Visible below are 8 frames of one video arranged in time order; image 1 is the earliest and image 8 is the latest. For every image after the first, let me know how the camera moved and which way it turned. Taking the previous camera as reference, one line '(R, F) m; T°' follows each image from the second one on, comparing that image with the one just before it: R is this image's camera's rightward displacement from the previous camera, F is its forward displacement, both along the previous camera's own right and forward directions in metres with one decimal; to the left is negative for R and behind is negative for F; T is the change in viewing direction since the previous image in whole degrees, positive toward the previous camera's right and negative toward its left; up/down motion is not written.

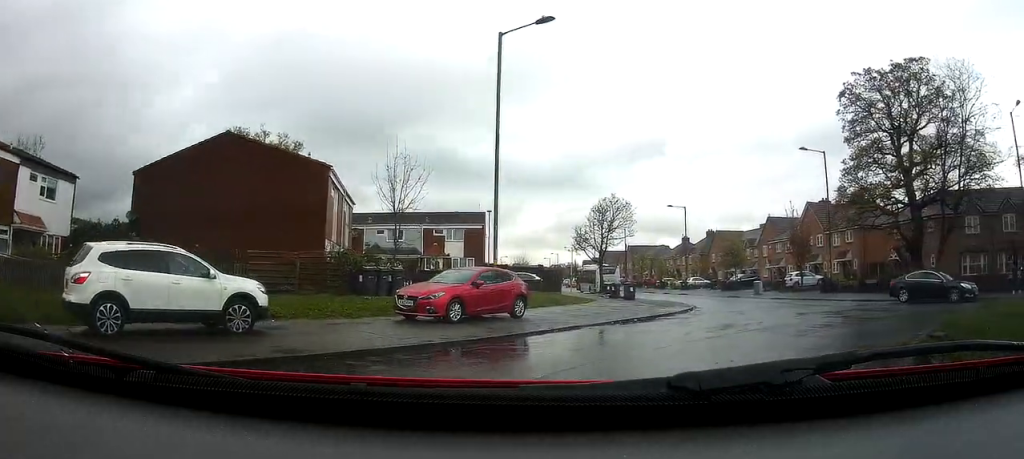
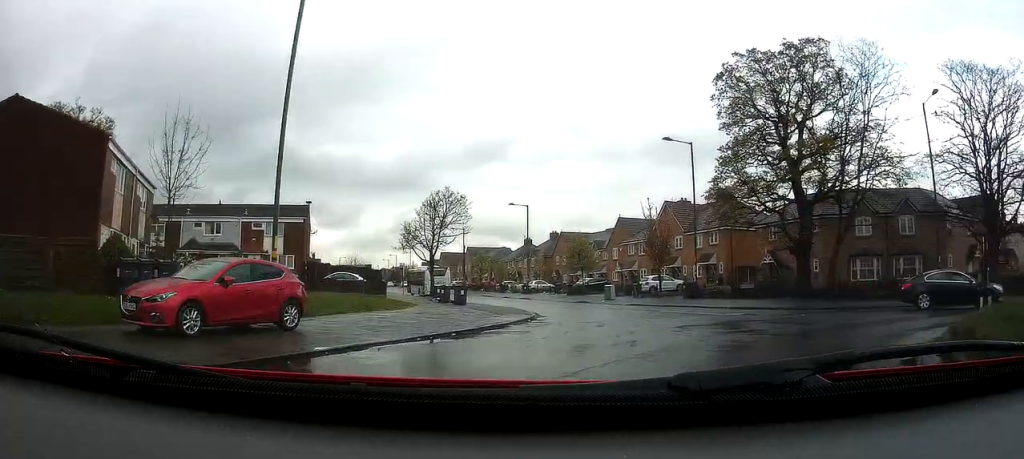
(+0.4, +5.3) m; +10°
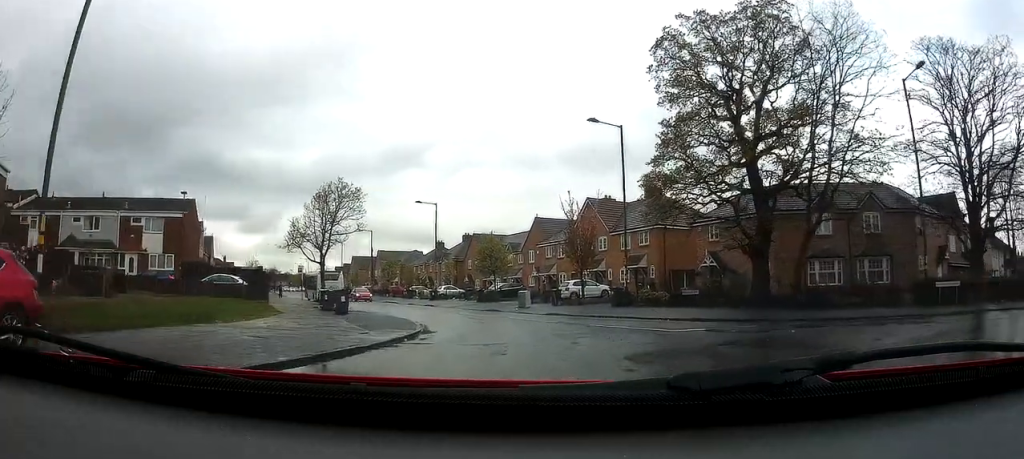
(+0.6, +5.8) m; +8°
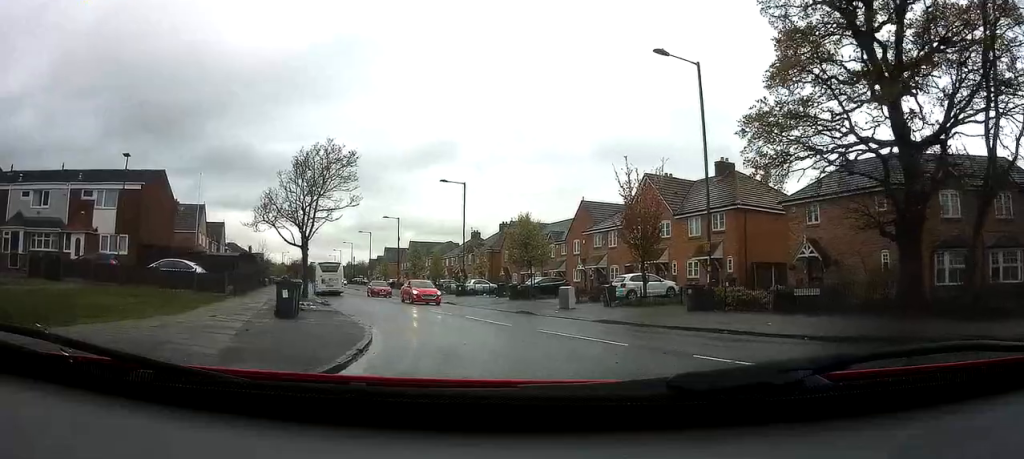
(+0.3, +9.7) m; -2°
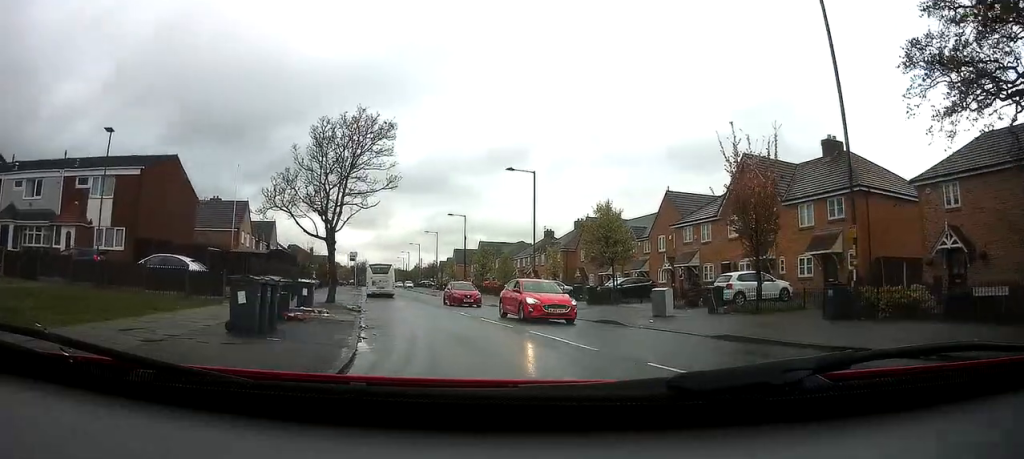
(-0.3, +6.5) m; -6°
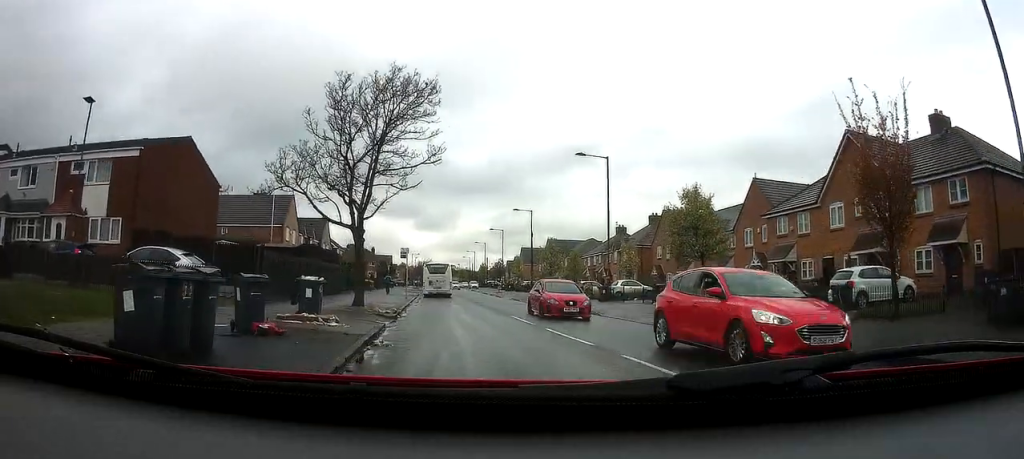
(-0.2, +5.1) m; -5°
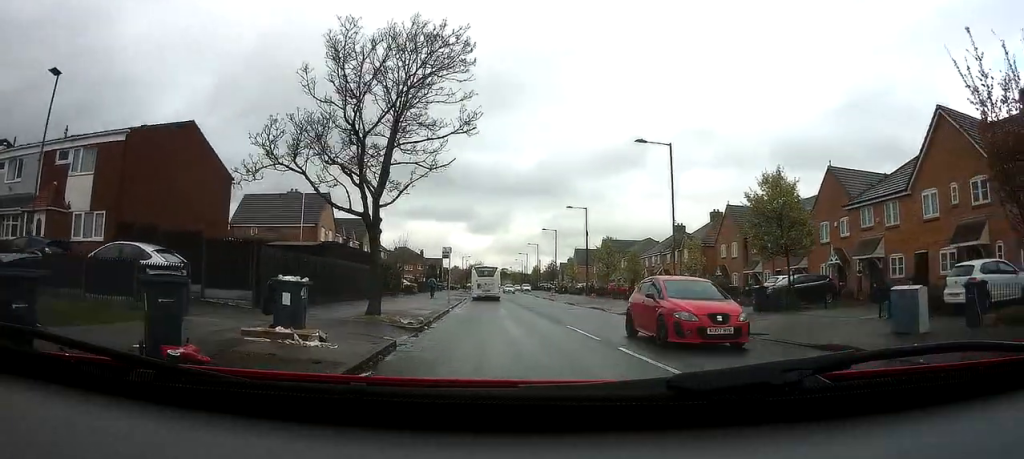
(-0.2, +4.2) m; -4°
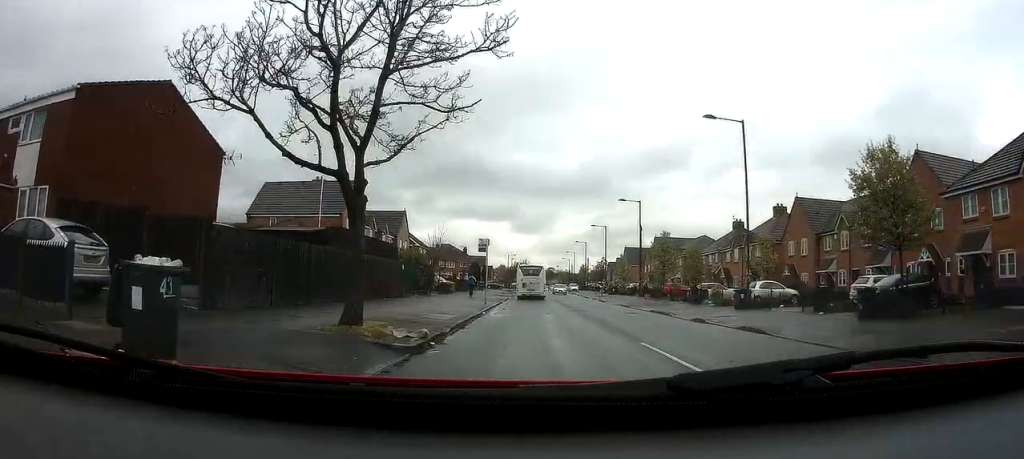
(-0.2, +5.3) m; -3°
